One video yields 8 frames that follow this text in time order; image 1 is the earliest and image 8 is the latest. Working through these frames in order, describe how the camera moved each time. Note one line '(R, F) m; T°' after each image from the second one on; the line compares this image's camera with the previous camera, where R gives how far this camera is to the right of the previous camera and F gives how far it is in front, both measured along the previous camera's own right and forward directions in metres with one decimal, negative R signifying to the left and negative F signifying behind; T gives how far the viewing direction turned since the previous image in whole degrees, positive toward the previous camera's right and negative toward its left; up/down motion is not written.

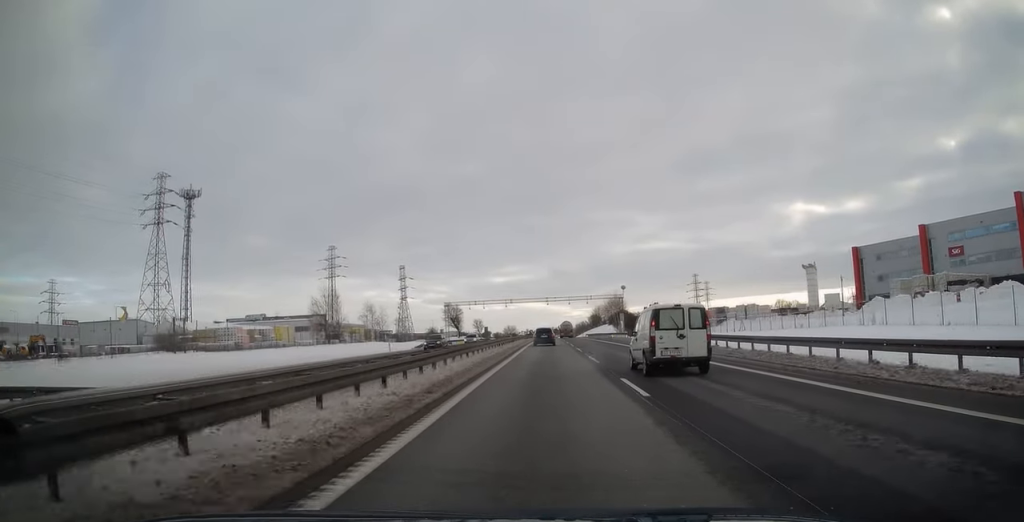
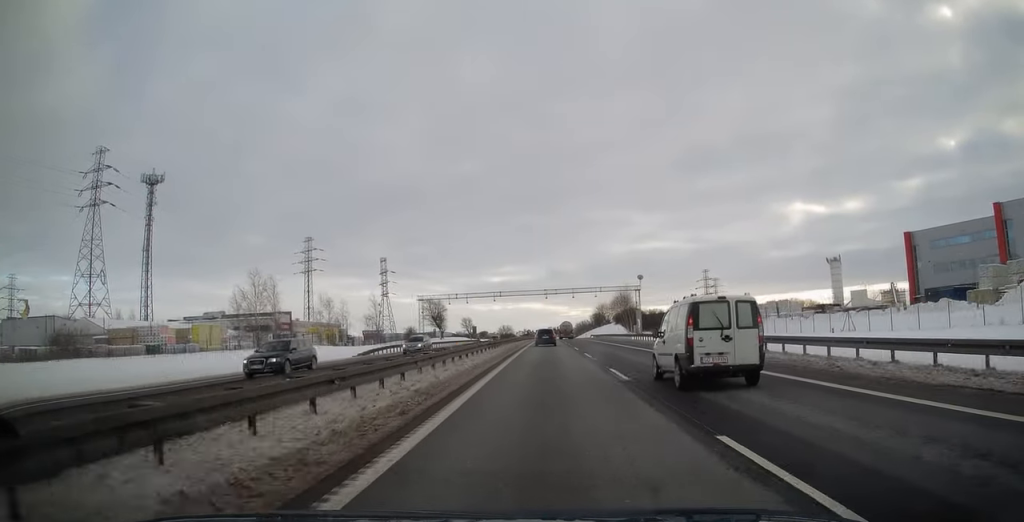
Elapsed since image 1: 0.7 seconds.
(+0.1, +20.6) m; 0°
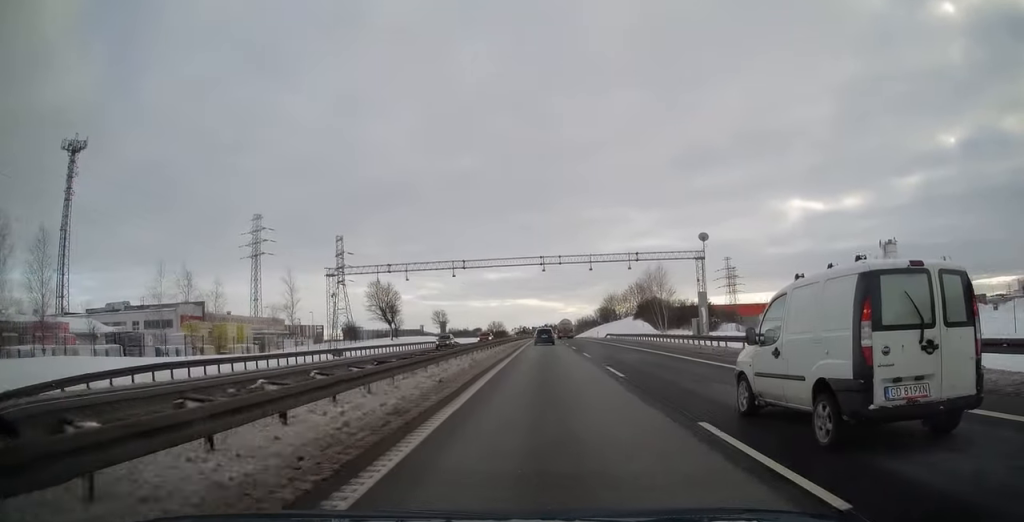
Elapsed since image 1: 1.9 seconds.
(+0.1, +35.3) m; 0°
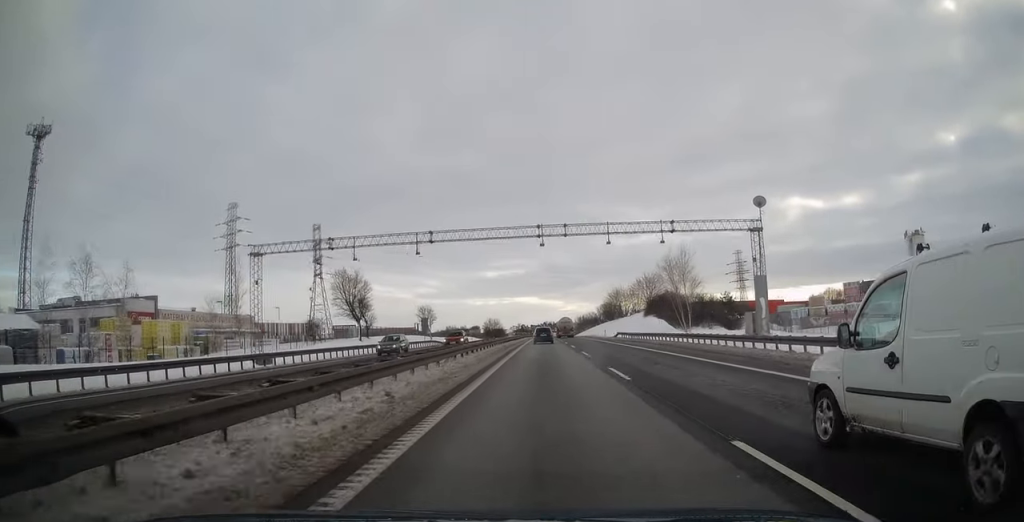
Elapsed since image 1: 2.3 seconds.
(0.0, +13.6) m; 0°
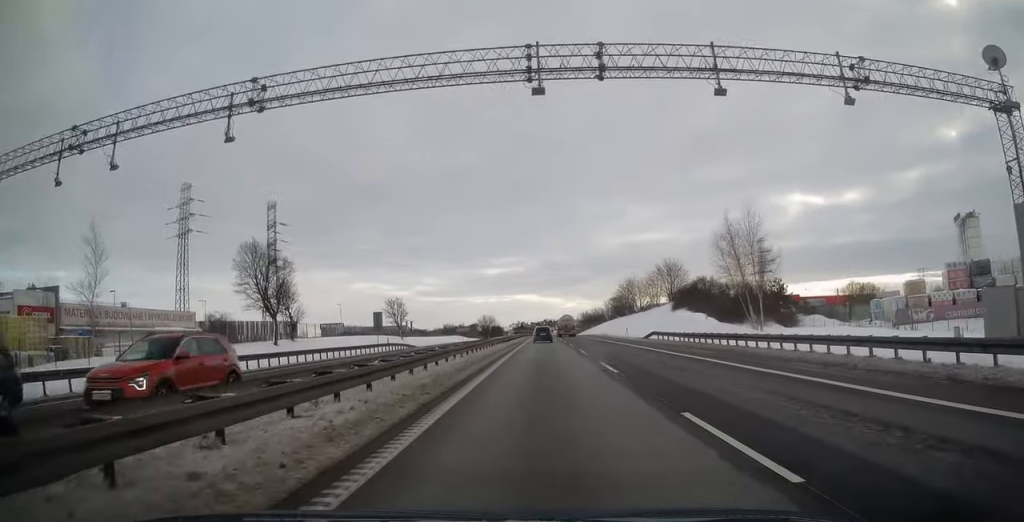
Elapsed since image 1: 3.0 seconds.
(+0.1, +22.2) m; 0°
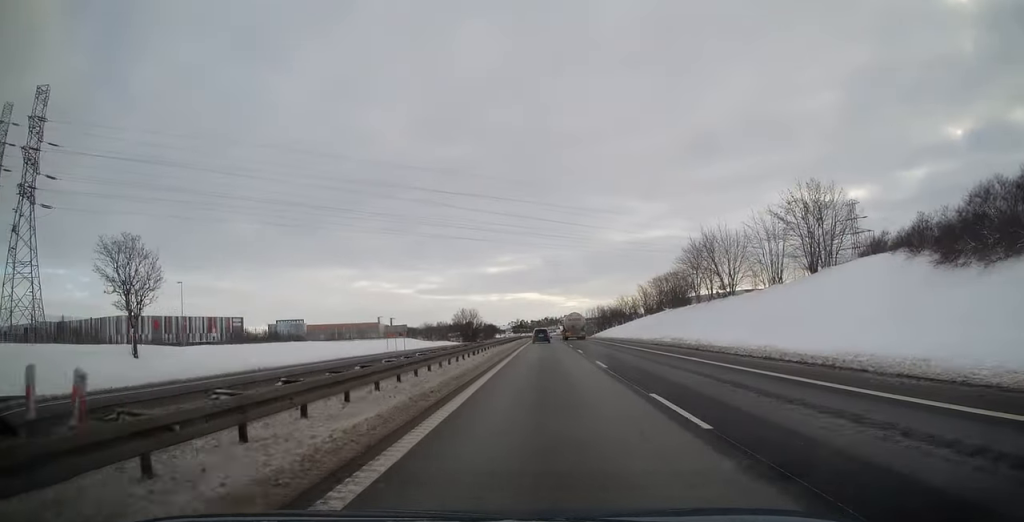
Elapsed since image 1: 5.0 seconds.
(-0.1, +57.9) m; 0°
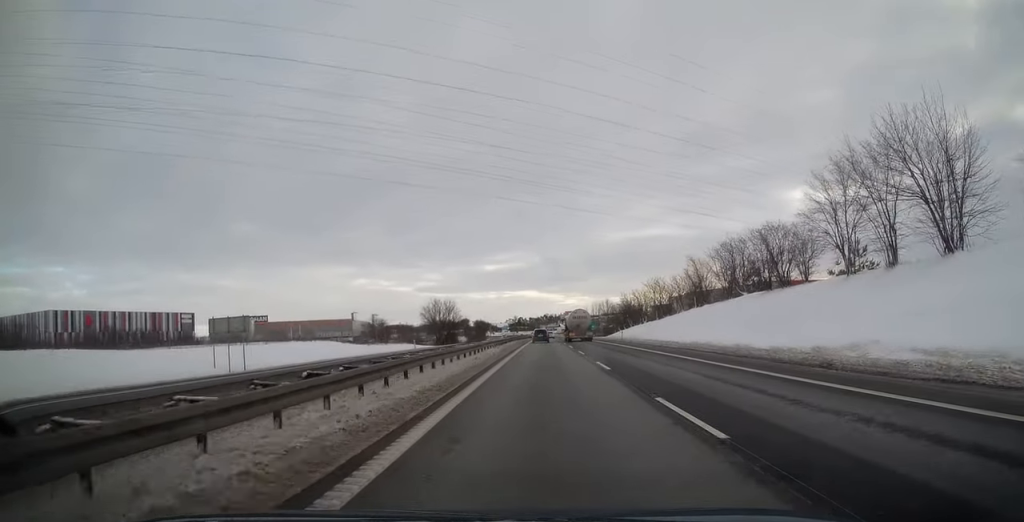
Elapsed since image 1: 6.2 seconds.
(-0.1, +36.8) m; 0°
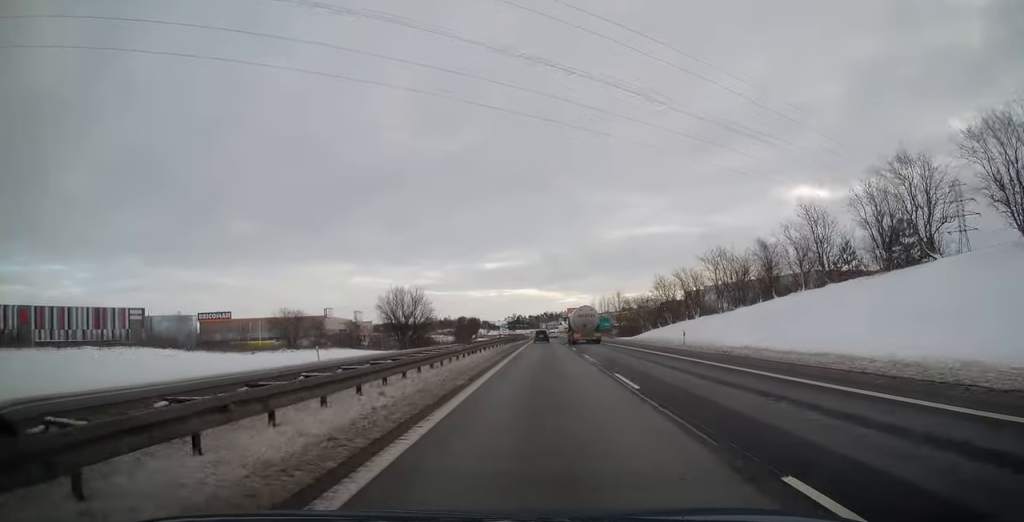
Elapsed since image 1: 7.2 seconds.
(+0.1, +29.9) m; 0°
